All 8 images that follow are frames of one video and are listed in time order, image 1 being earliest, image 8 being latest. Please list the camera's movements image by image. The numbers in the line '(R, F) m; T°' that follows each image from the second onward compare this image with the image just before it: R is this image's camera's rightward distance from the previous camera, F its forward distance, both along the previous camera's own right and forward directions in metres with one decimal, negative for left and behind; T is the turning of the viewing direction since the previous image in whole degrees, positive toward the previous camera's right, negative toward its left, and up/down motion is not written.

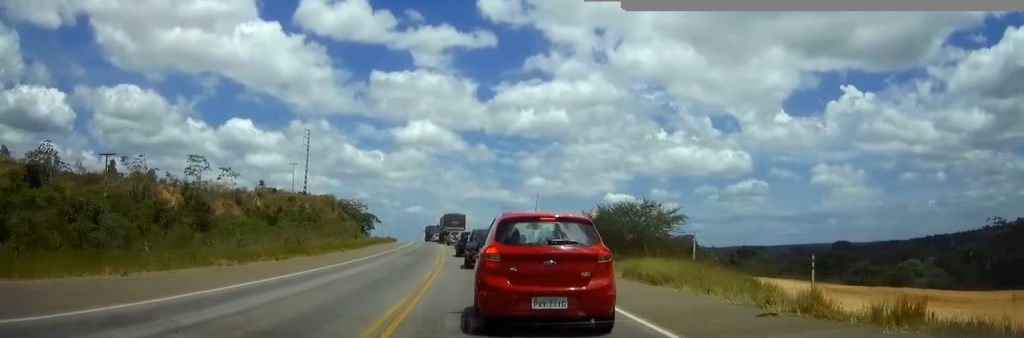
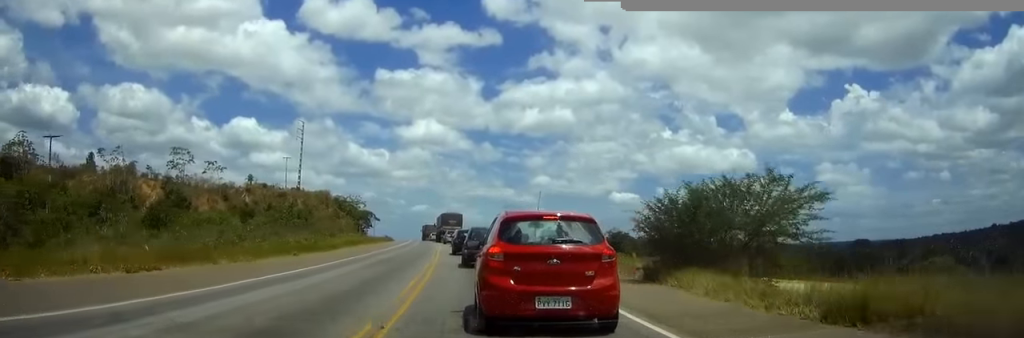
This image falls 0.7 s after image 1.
(0.0, +12.4) m; 0°
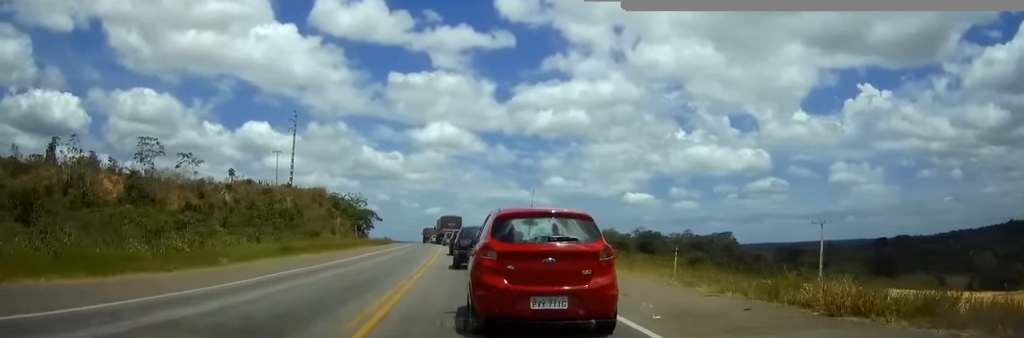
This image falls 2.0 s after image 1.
(-0.2, +21.8) m; -2°
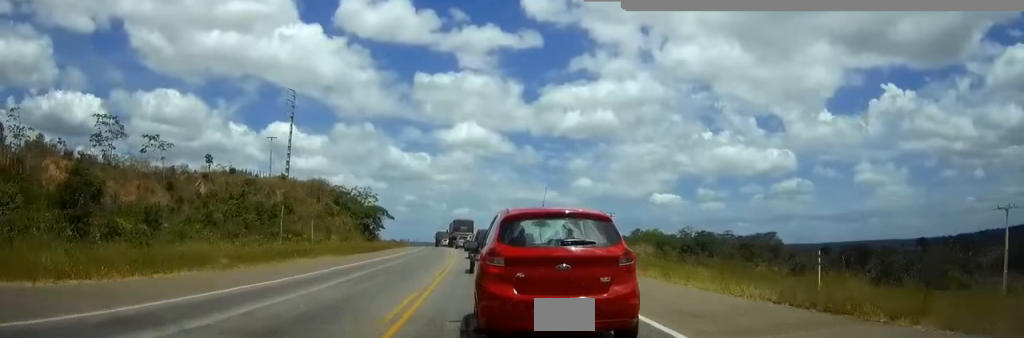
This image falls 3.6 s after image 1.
(-0.5, +25.5) m; -1°
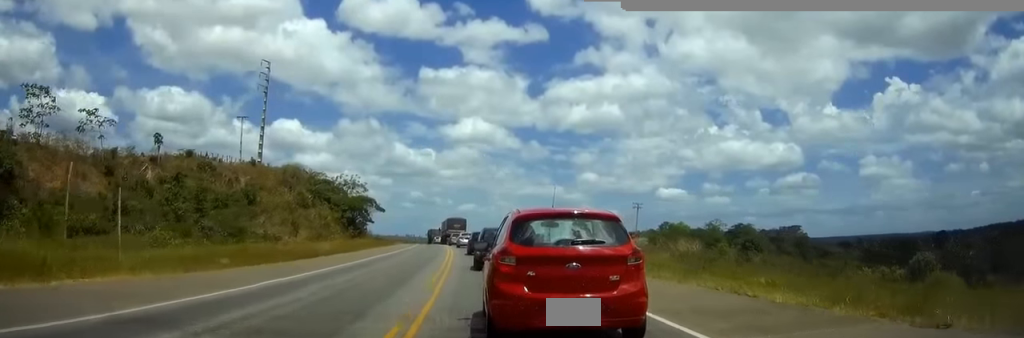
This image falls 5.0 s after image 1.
(-0.2, +22.1) m; 0°
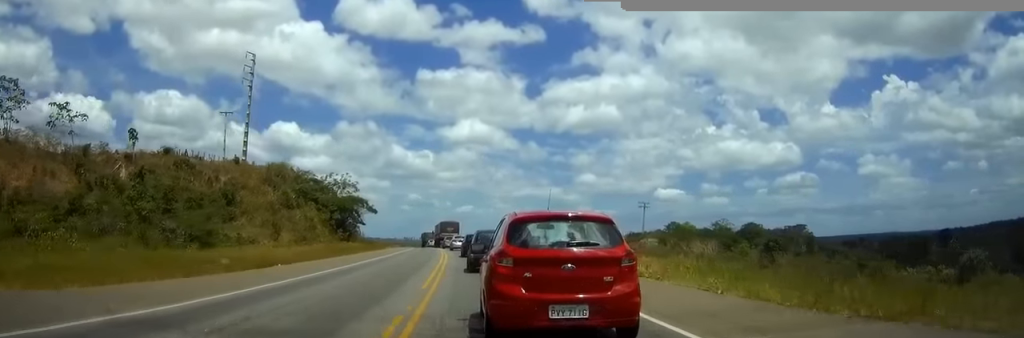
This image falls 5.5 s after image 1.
(+0.1, +7.4) m; 0°
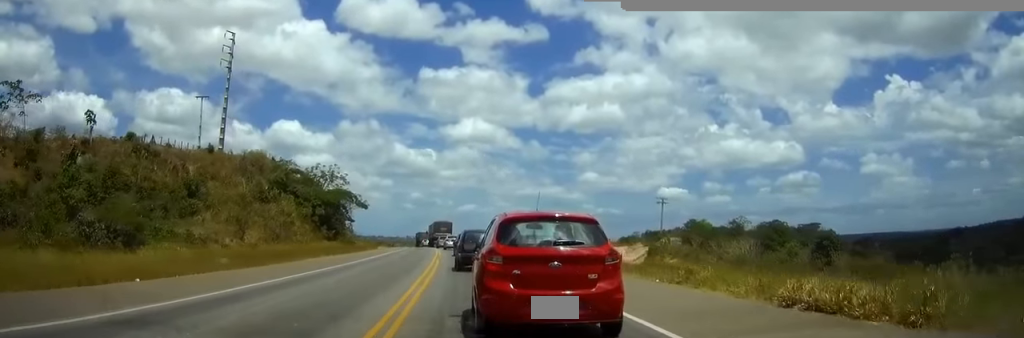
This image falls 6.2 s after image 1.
(0.0, +12.2) m; -1°
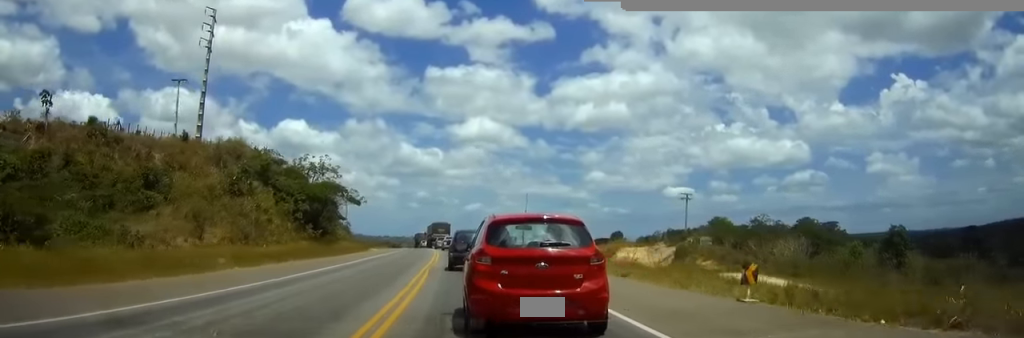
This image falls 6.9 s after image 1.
(-0.2, +11.2) m; -1°
